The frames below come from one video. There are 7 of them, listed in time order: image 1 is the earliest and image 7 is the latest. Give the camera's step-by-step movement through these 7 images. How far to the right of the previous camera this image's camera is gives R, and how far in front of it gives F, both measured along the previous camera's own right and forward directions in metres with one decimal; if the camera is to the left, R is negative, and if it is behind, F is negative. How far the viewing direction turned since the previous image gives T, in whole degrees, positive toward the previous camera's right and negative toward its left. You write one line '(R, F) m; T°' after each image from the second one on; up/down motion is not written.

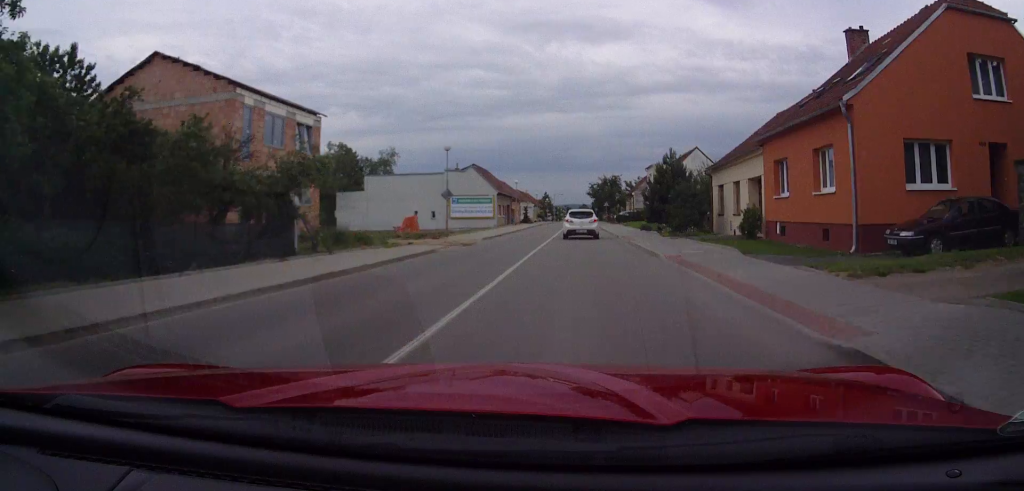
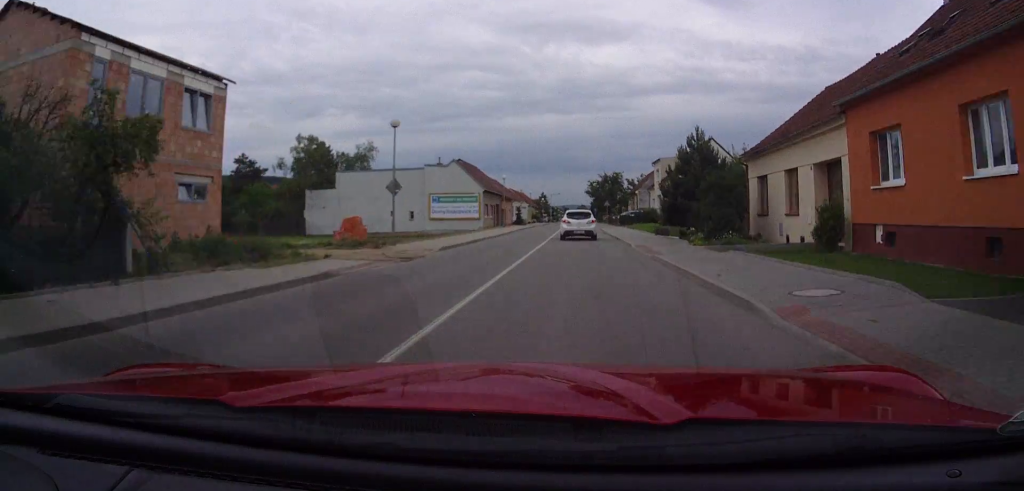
(0.0, +9.4) m; 0°
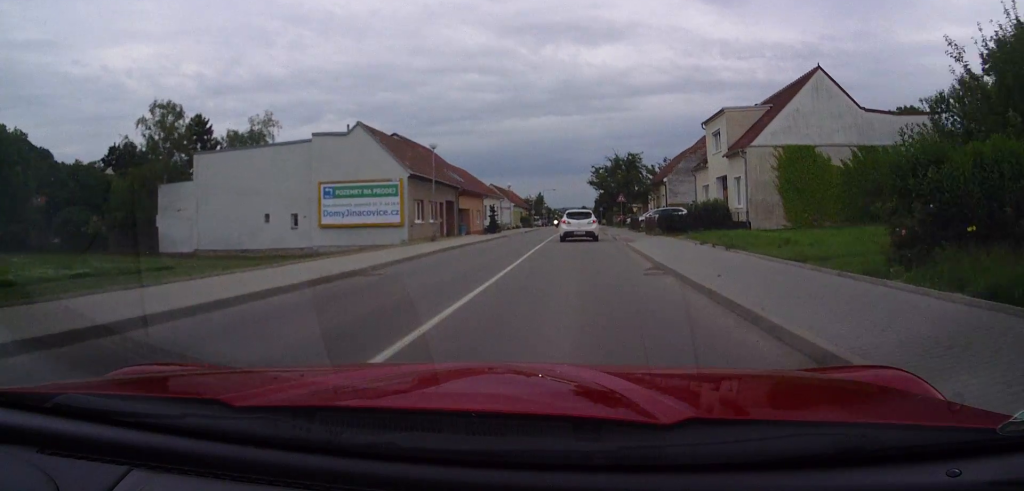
(0.0, +28.9) m; 0°
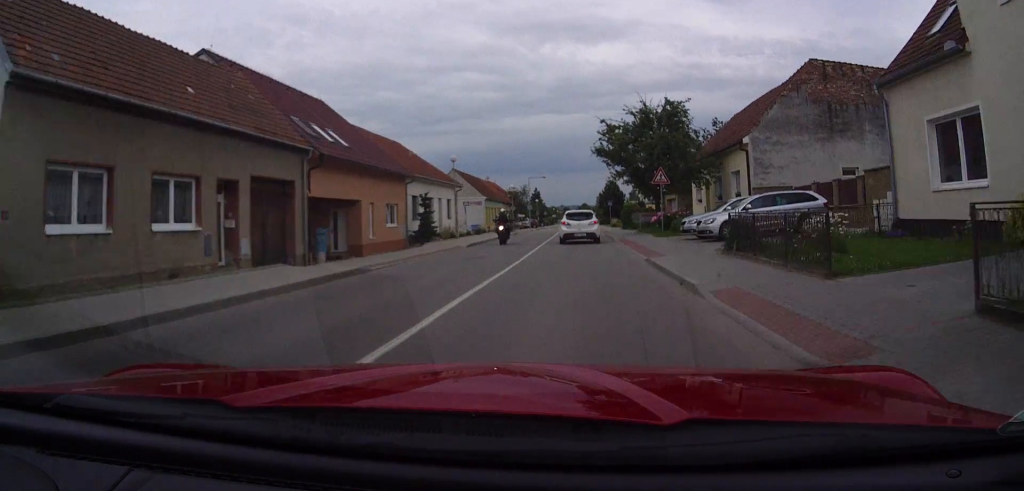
(0.0, +28.7) m; 0°
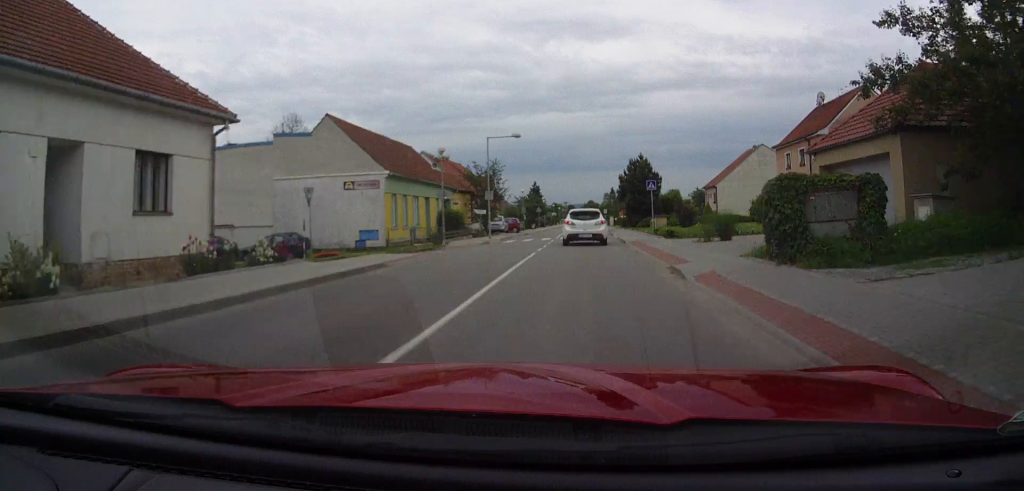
(0.0, +36.4) m; 0°
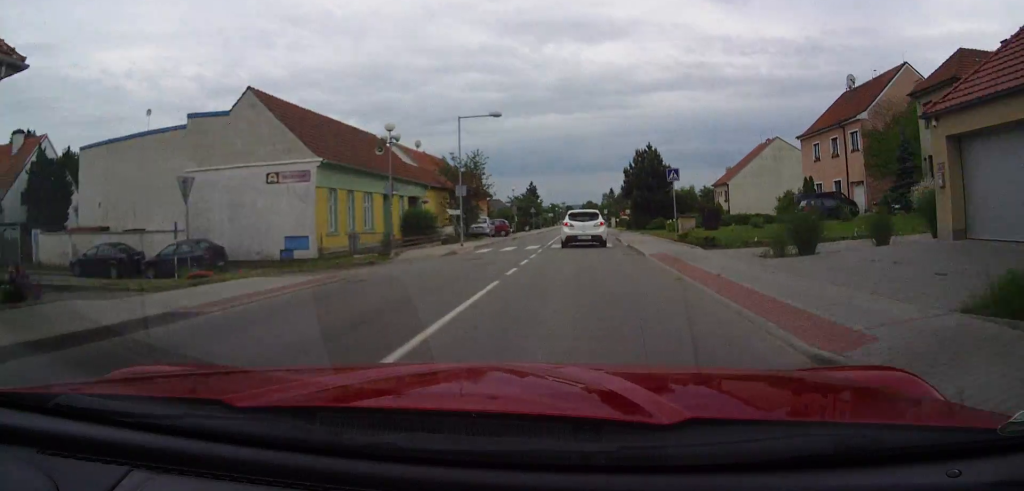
(0.0, +8.2) m; 0°
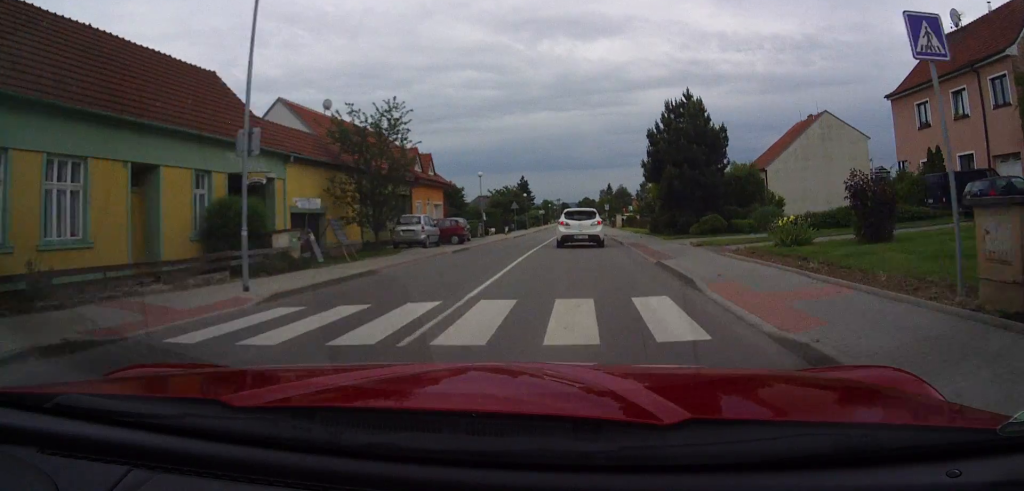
(0.0, +18.4) m; 0°
